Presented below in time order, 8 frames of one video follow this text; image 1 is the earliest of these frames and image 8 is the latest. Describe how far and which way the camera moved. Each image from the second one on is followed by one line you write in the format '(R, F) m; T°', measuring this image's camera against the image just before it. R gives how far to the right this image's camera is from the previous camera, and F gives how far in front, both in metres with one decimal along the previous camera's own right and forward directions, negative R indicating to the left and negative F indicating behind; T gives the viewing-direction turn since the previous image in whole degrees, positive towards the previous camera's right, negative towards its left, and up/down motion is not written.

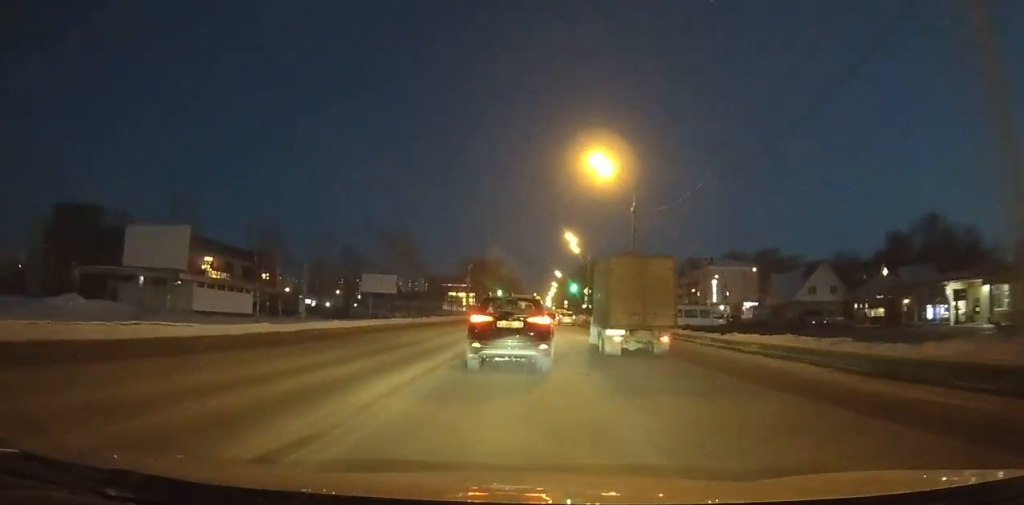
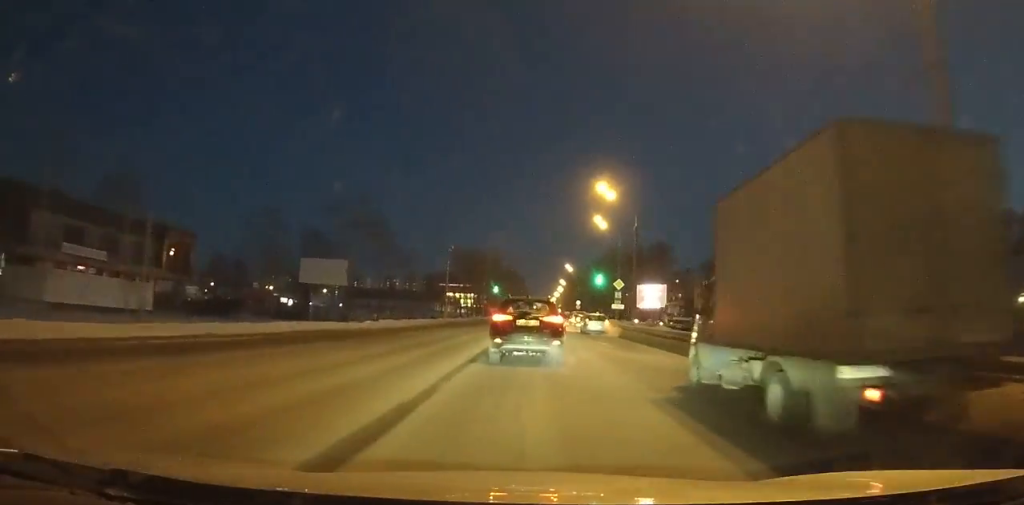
(-0.1, +29.1) m; 0°
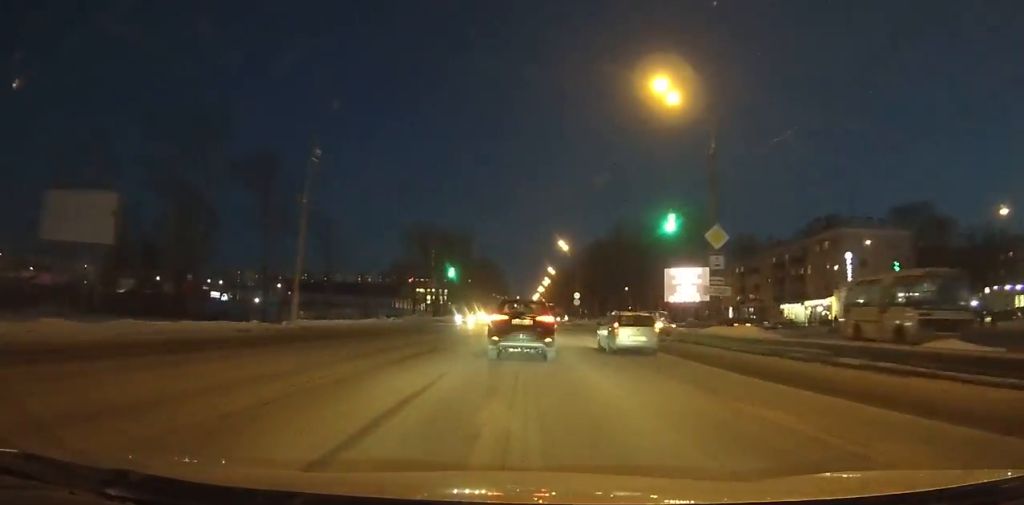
(+0.3, +38.0) m; +1°
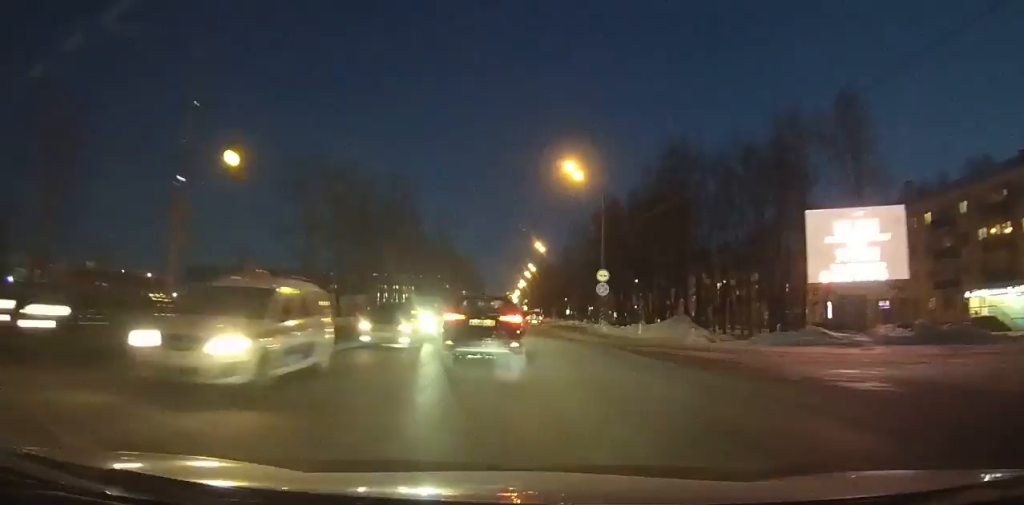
(+0.4, +45.9) m; 0°
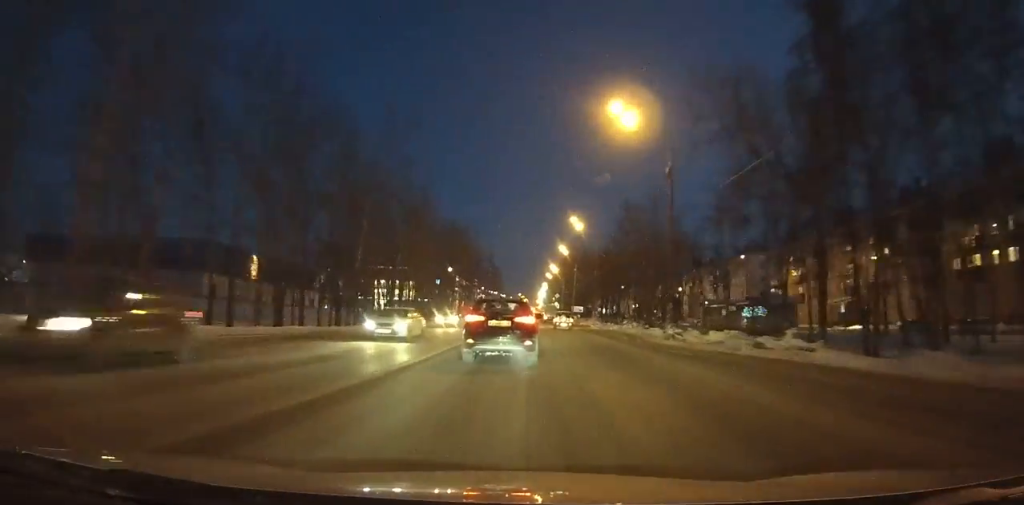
(-0.5, +59.2) m; -1°
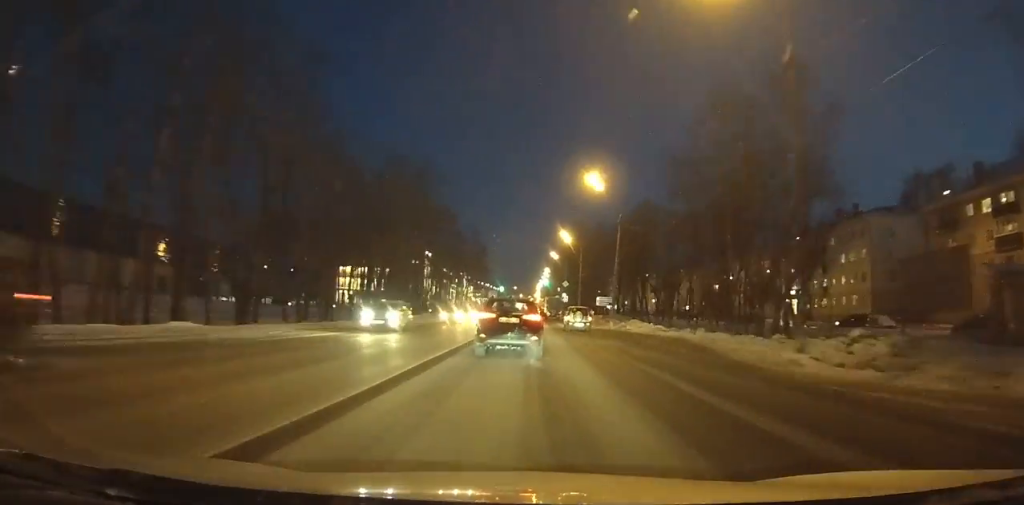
(0.0, +47.5) m; 0°
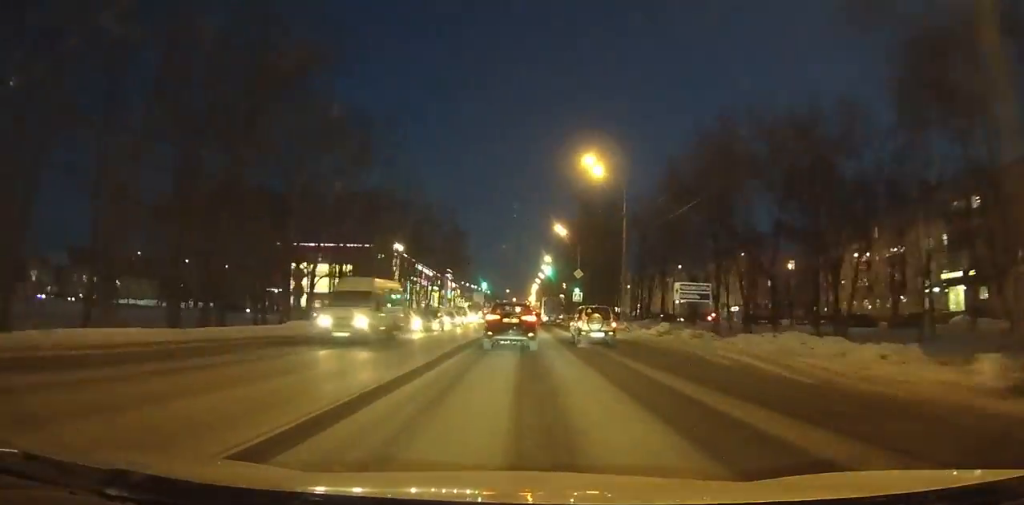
(-0.1, +41.2) m; 0°
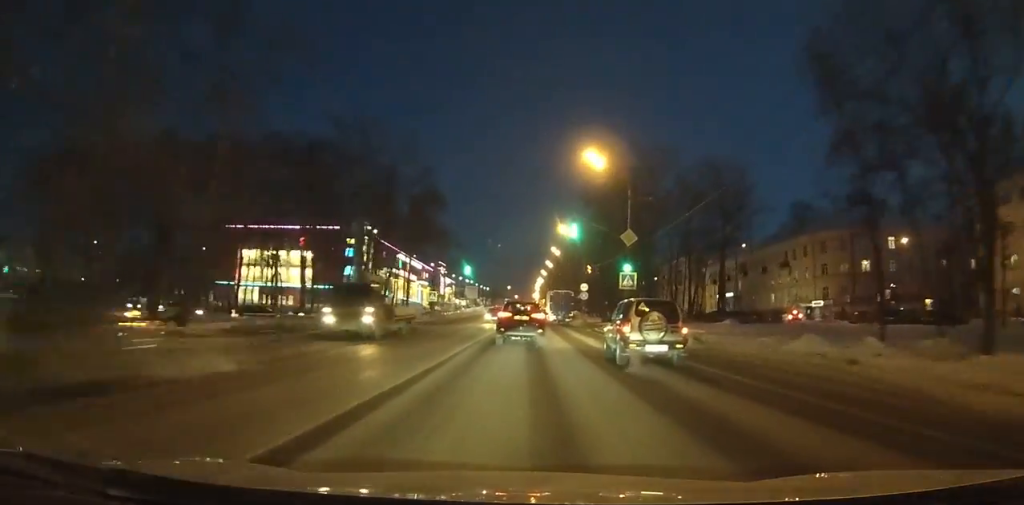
(+0.1, +34.2) m; 0°
